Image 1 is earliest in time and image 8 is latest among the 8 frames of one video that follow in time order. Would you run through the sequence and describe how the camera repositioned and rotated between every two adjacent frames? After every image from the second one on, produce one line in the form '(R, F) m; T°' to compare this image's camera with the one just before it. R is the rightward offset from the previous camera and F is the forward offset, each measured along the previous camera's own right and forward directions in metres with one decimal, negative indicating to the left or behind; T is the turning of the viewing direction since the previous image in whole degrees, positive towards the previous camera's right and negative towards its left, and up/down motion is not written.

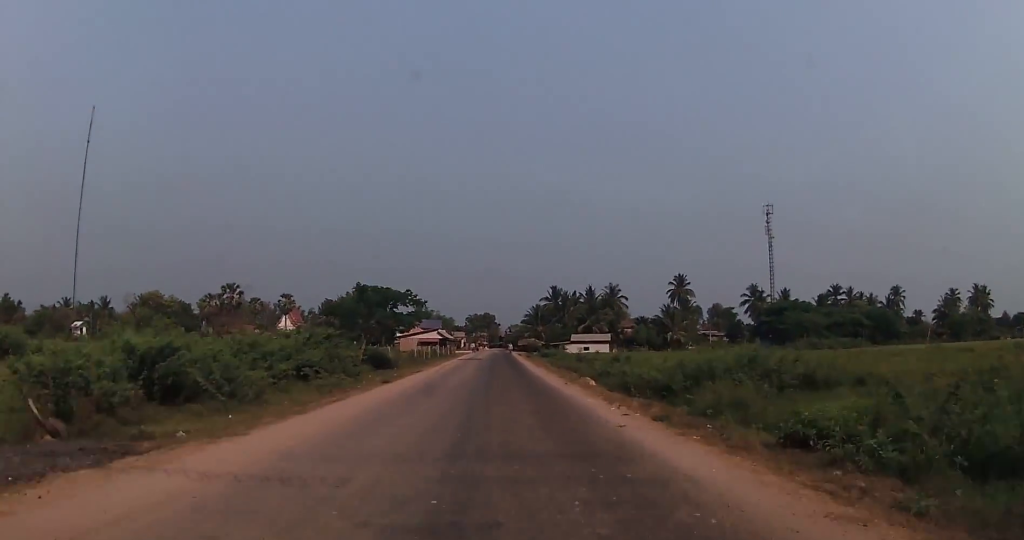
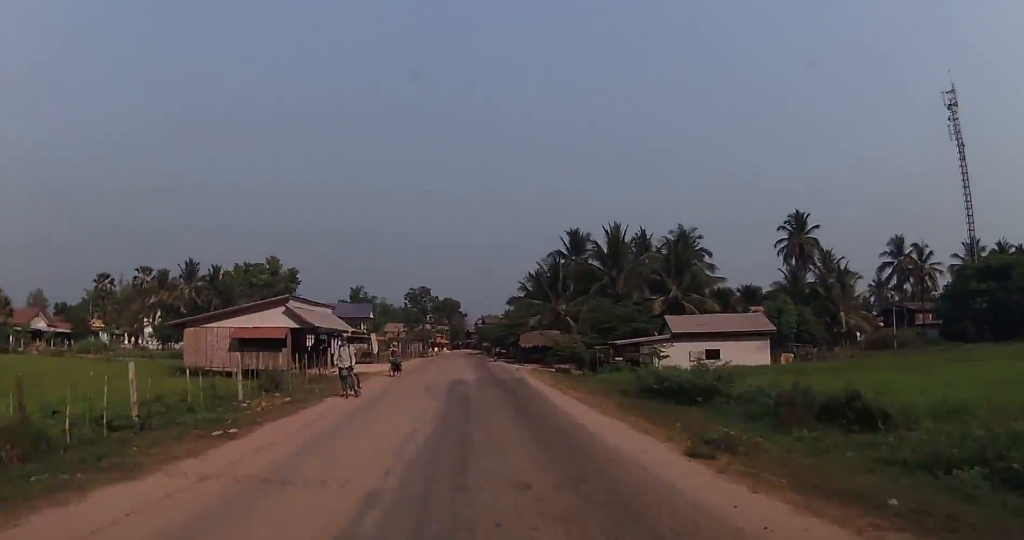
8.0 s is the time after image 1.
(+2.1, +79.4) m; +3°
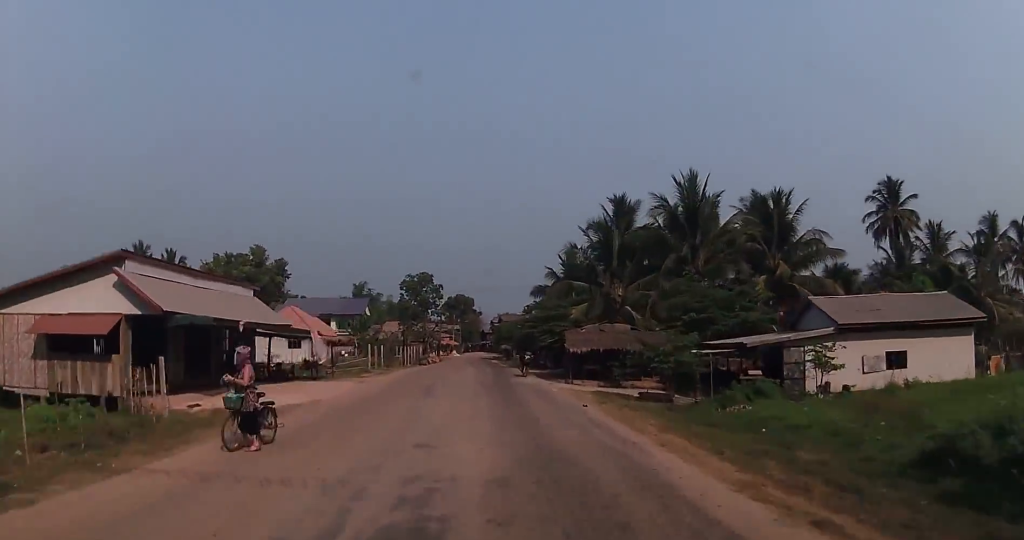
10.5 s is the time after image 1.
(+0.4, +21.7) m; -1°
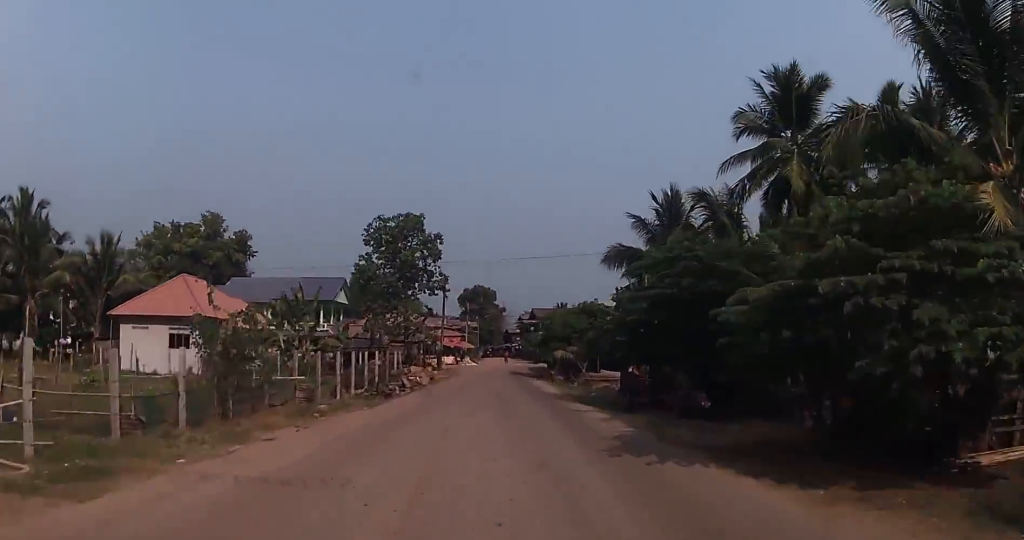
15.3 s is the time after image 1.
(-1.0, +35.9) m; -1°
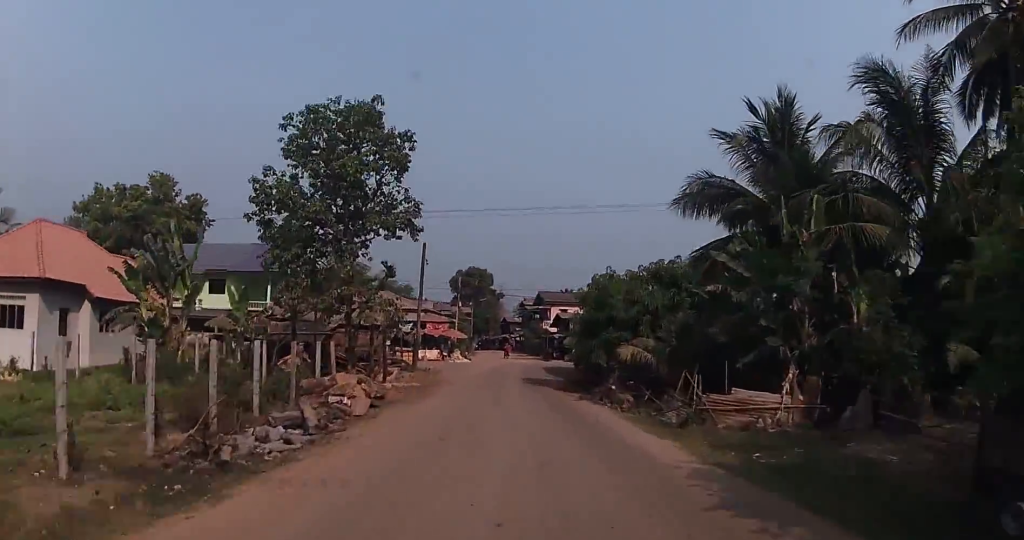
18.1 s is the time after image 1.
(+0.6, +16.7) m; +1°
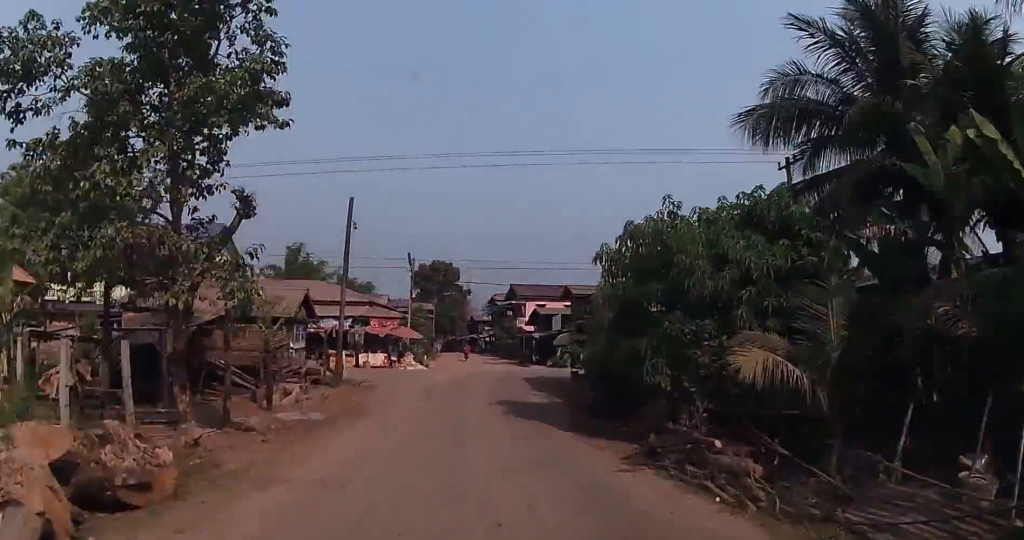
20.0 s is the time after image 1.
(+0.2, +10.5) m; +2°
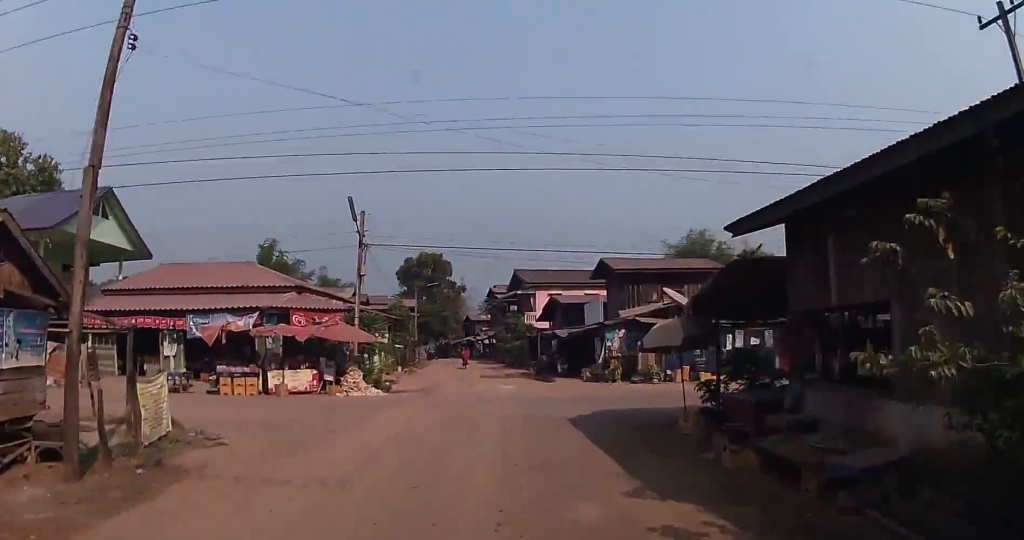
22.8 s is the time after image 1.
(-0.5, +13.7) m; +10°
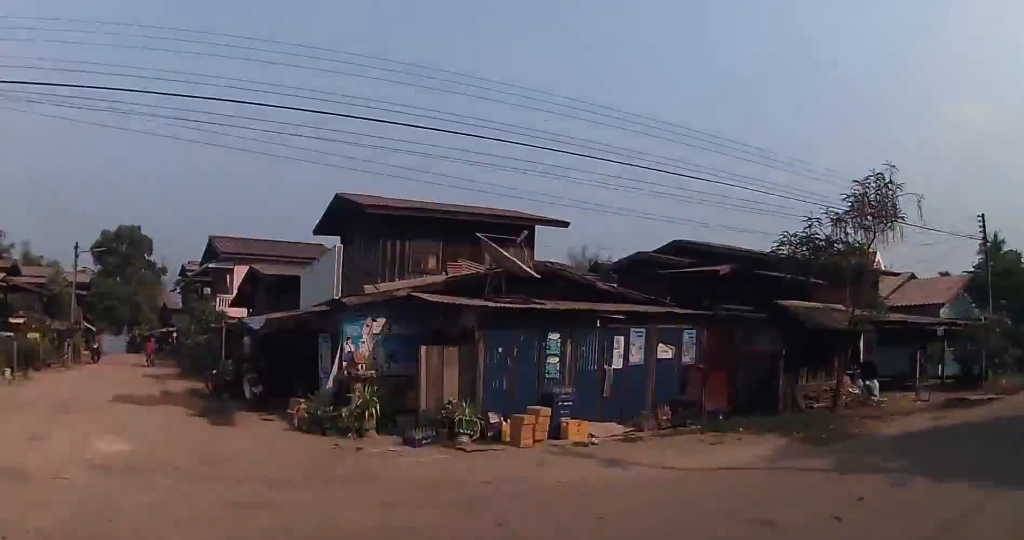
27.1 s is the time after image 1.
(+4.1, +19.1) m; +47°
